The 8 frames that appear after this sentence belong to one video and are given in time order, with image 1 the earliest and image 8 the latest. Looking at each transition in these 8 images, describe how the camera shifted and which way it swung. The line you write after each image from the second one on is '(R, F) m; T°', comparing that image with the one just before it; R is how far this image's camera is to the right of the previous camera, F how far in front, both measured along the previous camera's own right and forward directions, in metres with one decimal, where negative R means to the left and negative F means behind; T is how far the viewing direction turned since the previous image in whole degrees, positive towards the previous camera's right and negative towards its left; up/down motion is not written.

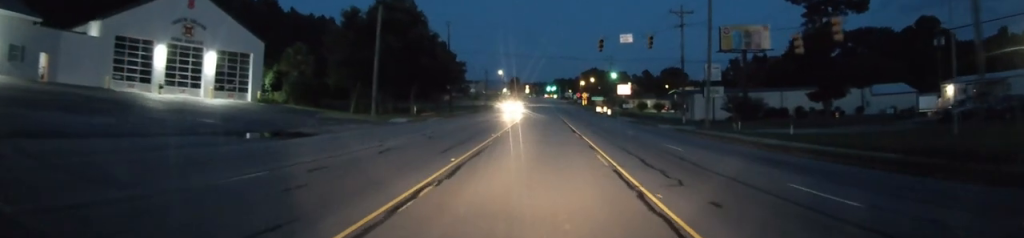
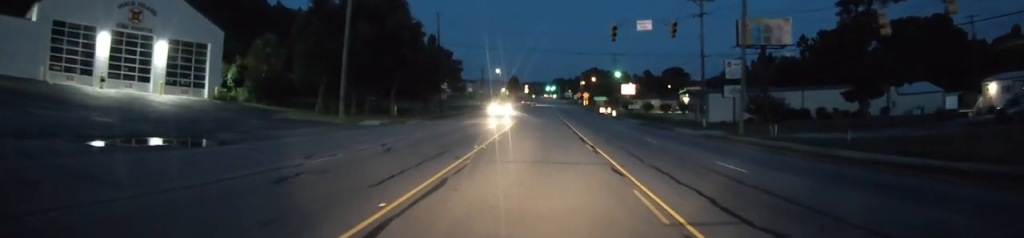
(-0.2, +6.9) m; -2°
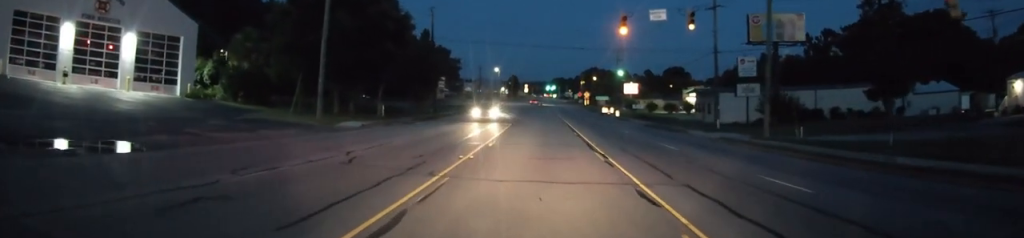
(0.0, +3.9) m; +1°
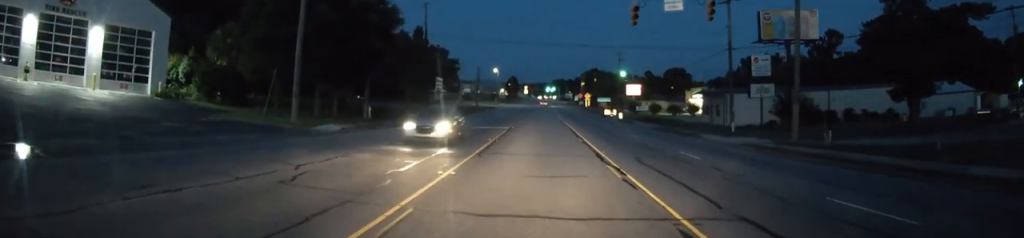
(+0.2, +4.1) m; 0°
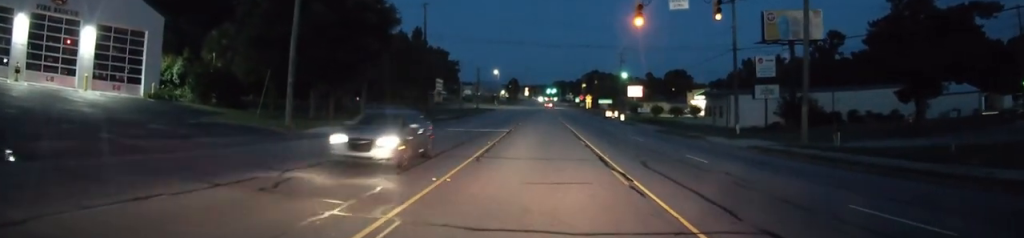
(+0.3, +1.1) m; -3°
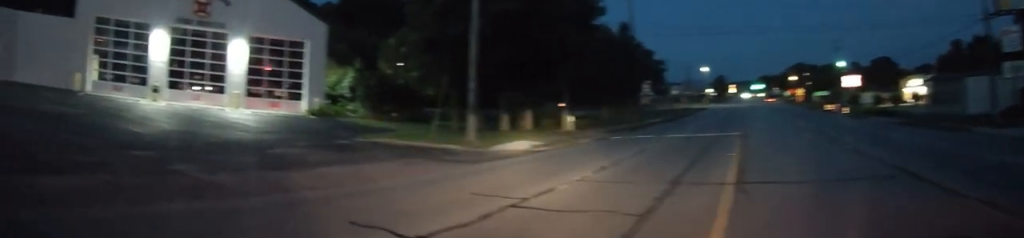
(-1.8, +4.0) m; -34°
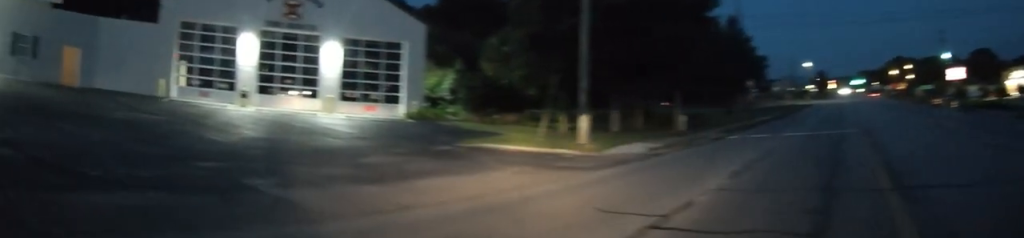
(0.0, +1.2) m; -9°
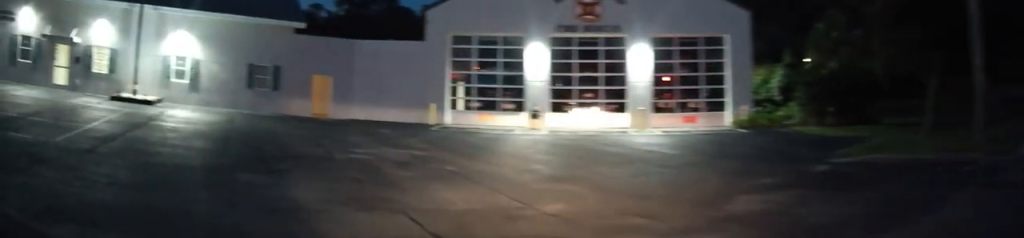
(-1.0, +4.5) m; -18°
